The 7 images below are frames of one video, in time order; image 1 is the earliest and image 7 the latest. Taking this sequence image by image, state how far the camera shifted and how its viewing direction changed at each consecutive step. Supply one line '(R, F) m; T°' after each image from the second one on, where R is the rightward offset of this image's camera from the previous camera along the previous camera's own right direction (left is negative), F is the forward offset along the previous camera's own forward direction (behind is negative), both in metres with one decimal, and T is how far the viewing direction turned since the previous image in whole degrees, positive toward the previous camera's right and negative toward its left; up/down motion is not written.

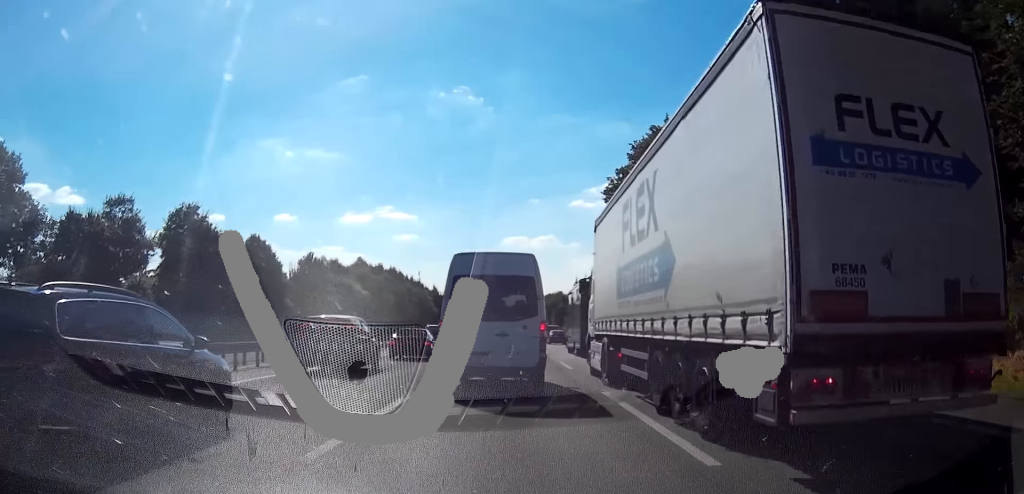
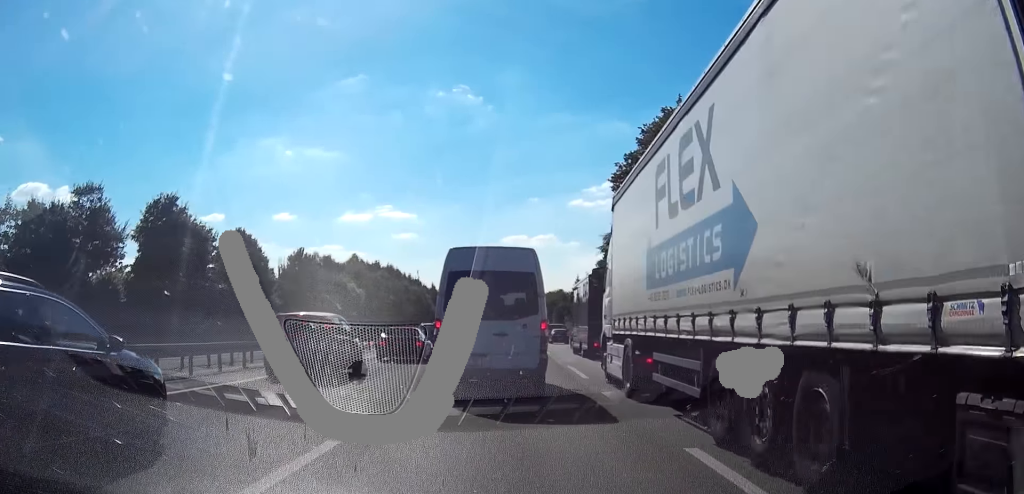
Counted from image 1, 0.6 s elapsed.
(+0.1, +3.9) m; -1°
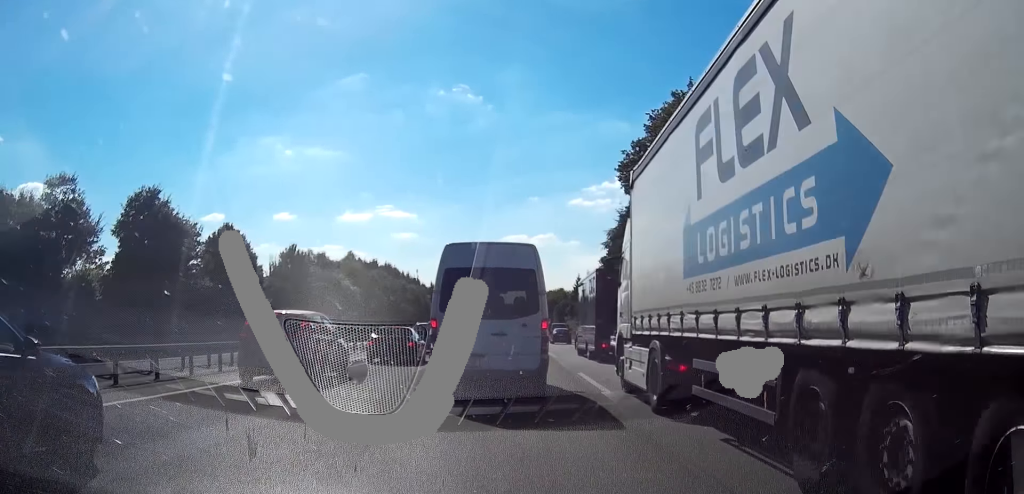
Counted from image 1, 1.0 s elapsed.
(+0.1, +3.1) m; -1°
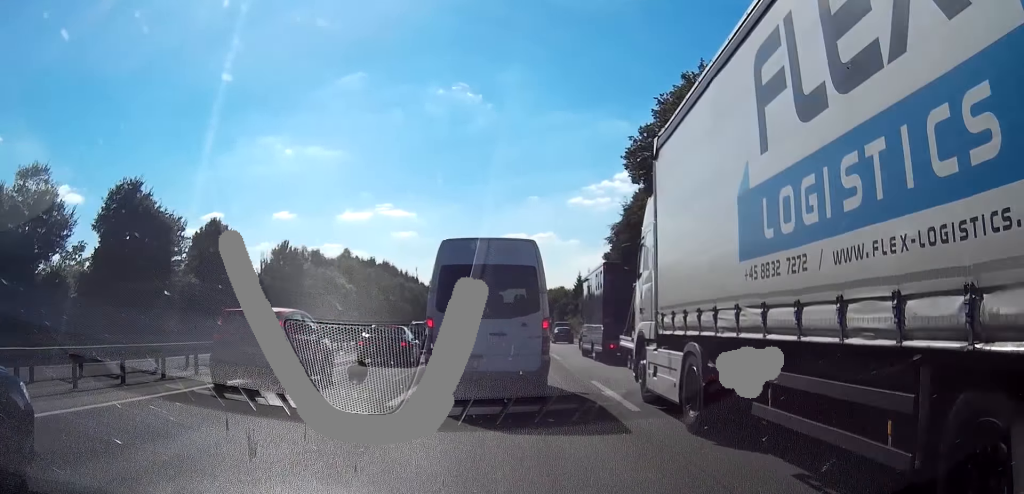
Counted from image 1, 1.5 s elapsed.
(-0.2, +2.8) m; -3°
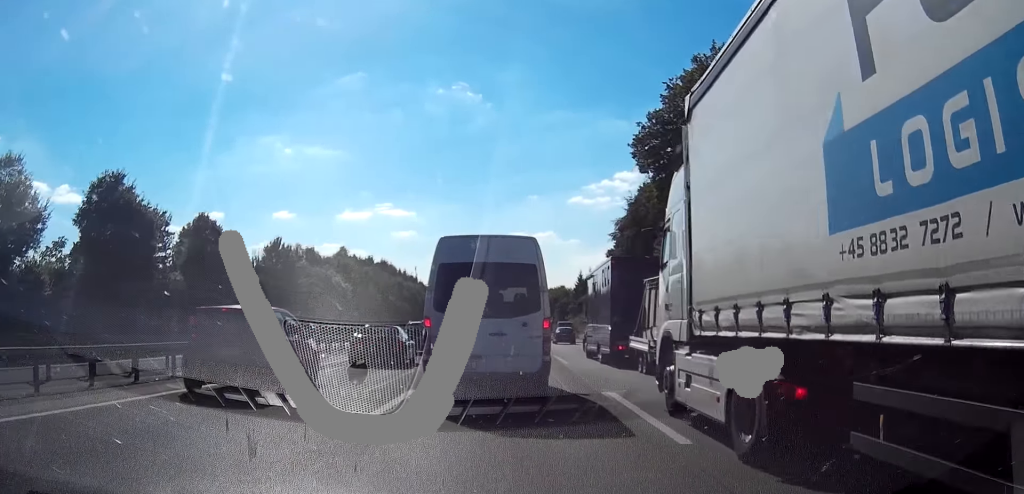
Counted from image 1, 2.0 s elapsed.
(-0.1, +2.9) m; -2°
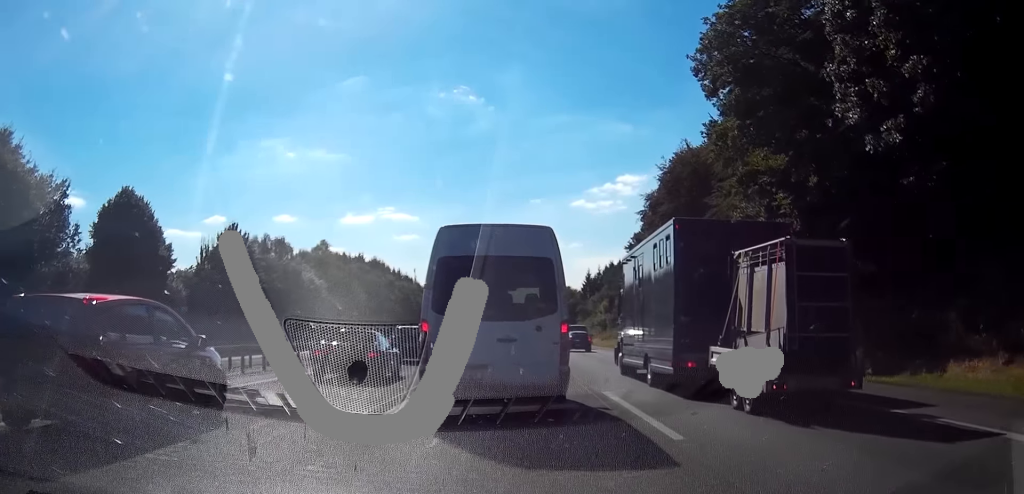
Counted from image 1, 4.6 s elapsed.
(-0.4, +16.4) m; +1°
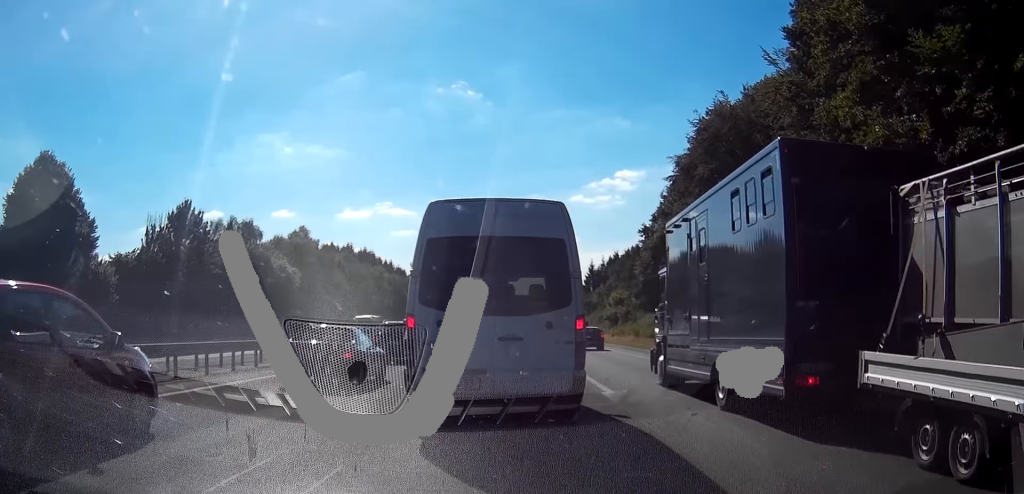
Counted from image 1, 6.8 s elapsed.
(+0.2, +10.2) m; +7°
